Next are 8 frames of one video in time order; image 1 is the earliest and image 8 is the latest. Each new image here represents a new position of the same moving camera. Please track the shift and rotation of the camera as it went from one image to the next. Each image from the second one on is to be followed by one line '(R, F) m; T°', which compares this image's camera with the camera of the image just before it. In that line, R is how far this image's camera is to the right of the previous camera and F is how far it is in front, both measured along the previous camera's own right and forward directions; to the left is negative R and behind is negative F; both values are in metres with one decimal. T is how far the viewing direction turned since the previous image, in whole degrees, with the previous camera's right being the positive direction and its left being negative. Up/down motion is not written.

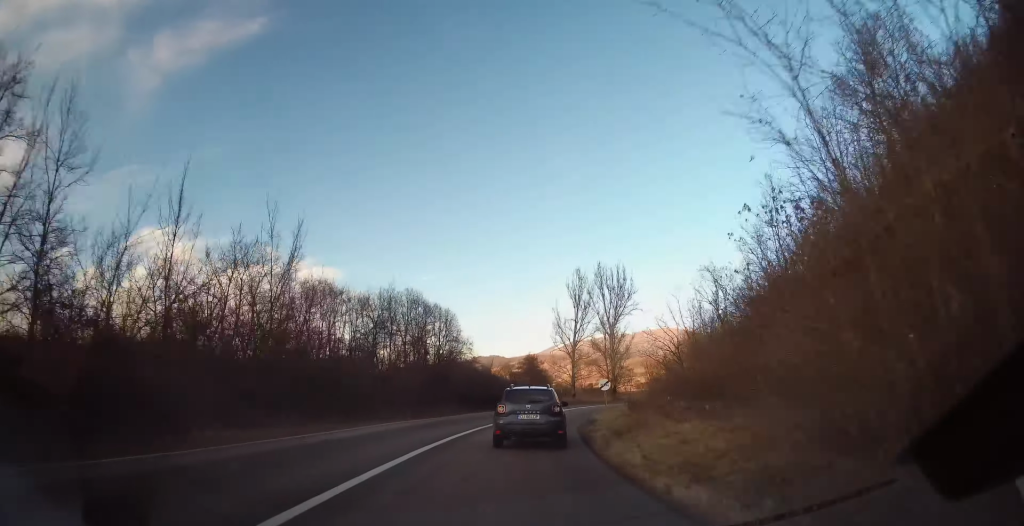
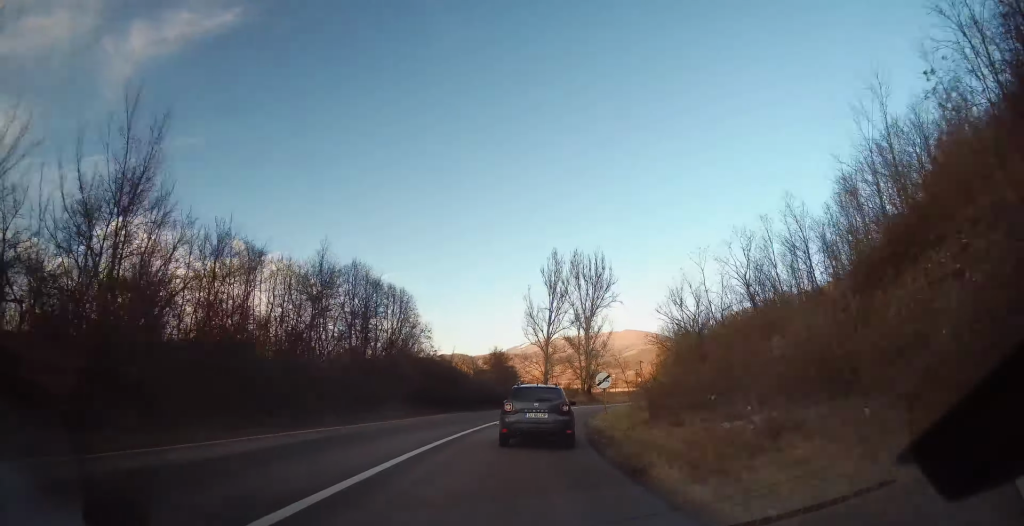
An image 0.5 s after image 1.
(+0.5, +9.3) m; +4°
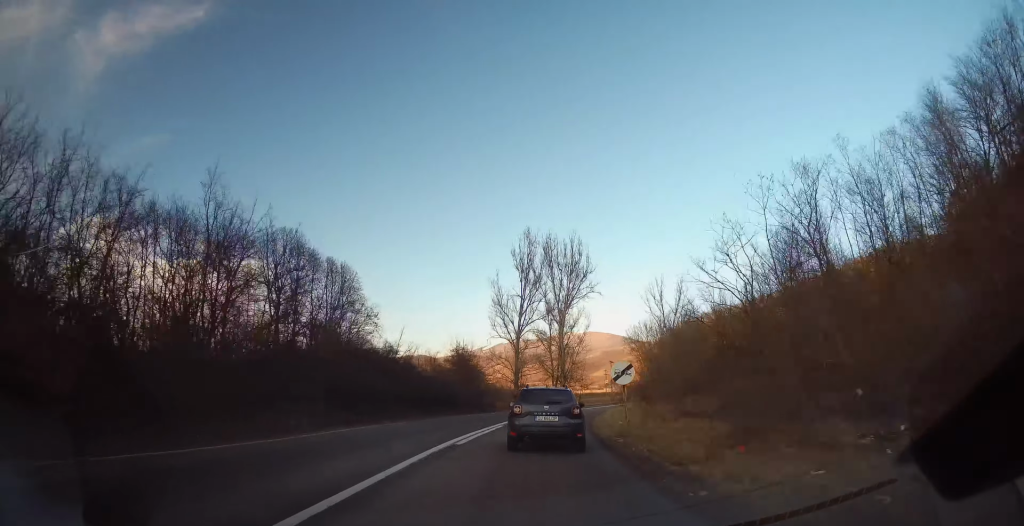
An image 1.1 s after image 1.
(+0.3, +9.4) m; +4°
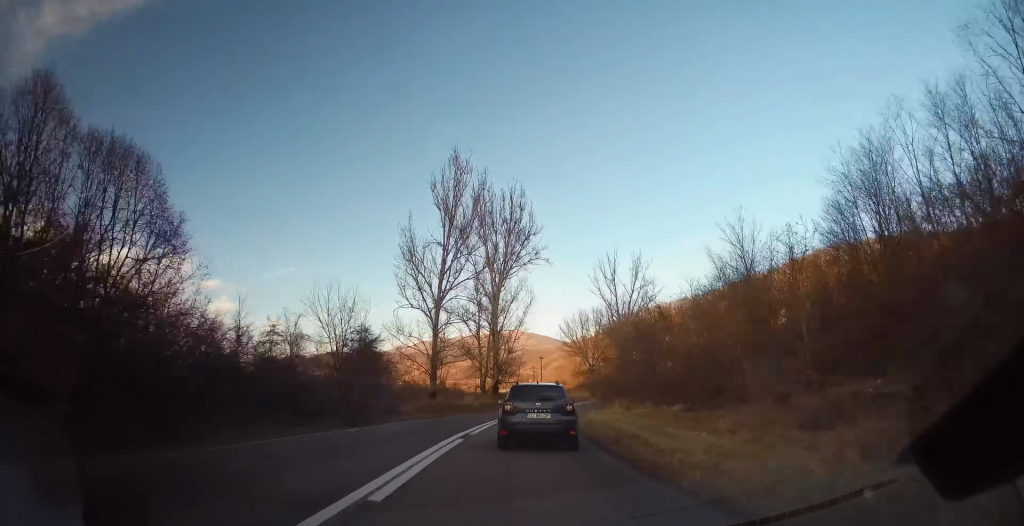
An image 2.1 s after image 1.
(+1.2, +19.0) m; +7°
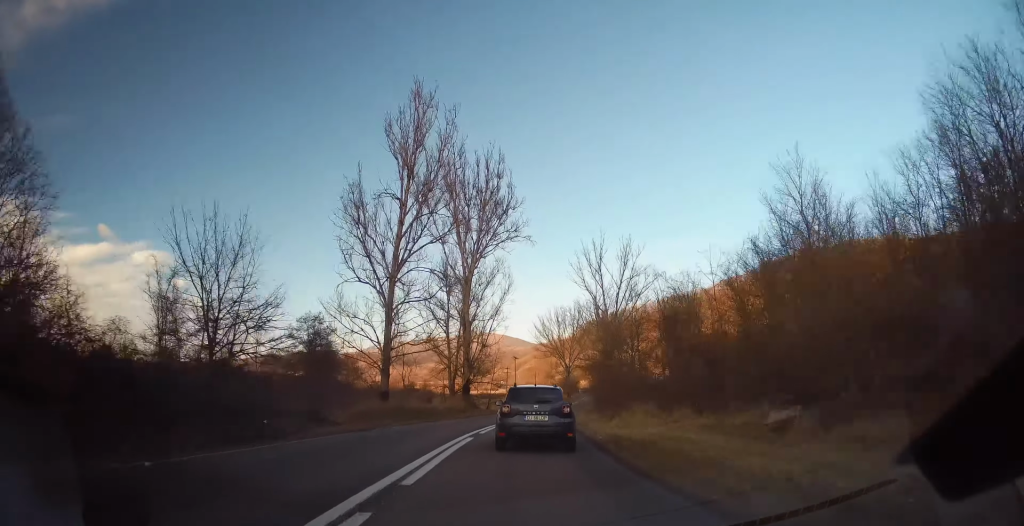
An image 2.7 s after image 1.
(+0.3, +9.6) m; +3°
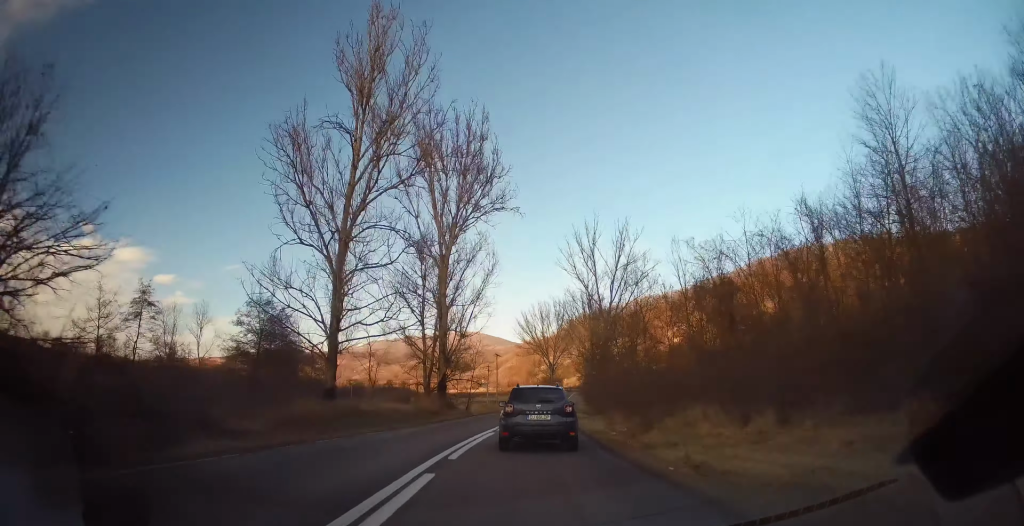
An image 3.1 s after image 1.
(+0.2, +7.9) m; +2°
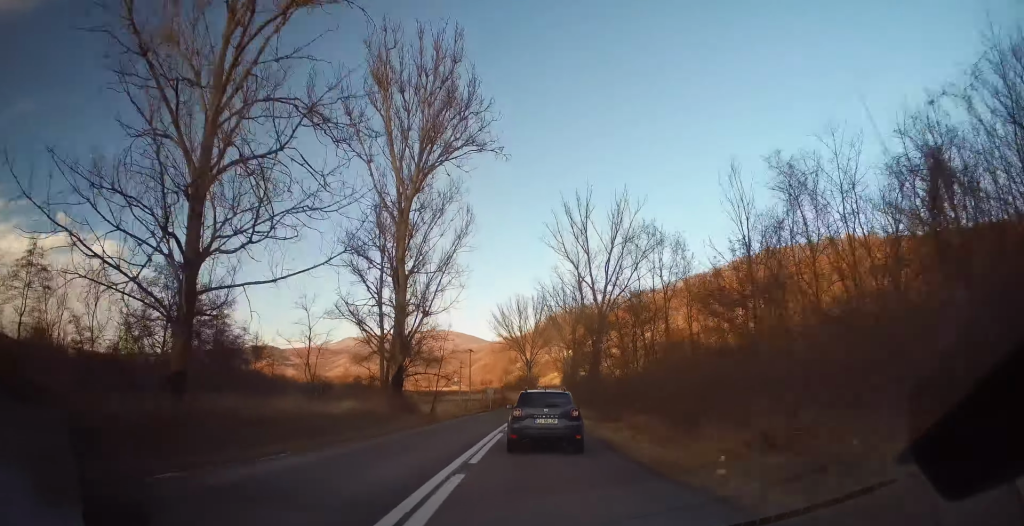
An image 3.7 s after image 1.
(0.0, +11.1) m; +3°
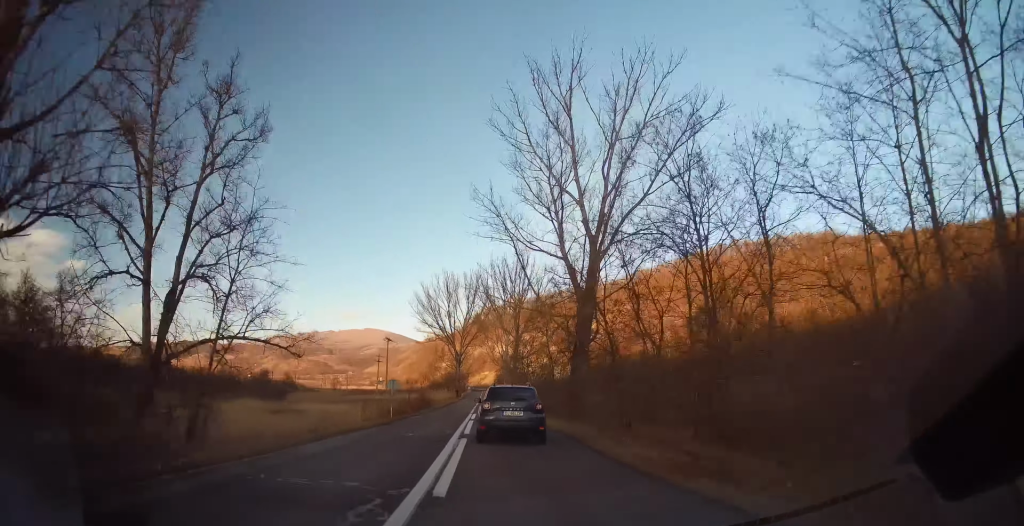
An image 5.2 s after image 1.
(+2.1, +27.5) m; +5°
